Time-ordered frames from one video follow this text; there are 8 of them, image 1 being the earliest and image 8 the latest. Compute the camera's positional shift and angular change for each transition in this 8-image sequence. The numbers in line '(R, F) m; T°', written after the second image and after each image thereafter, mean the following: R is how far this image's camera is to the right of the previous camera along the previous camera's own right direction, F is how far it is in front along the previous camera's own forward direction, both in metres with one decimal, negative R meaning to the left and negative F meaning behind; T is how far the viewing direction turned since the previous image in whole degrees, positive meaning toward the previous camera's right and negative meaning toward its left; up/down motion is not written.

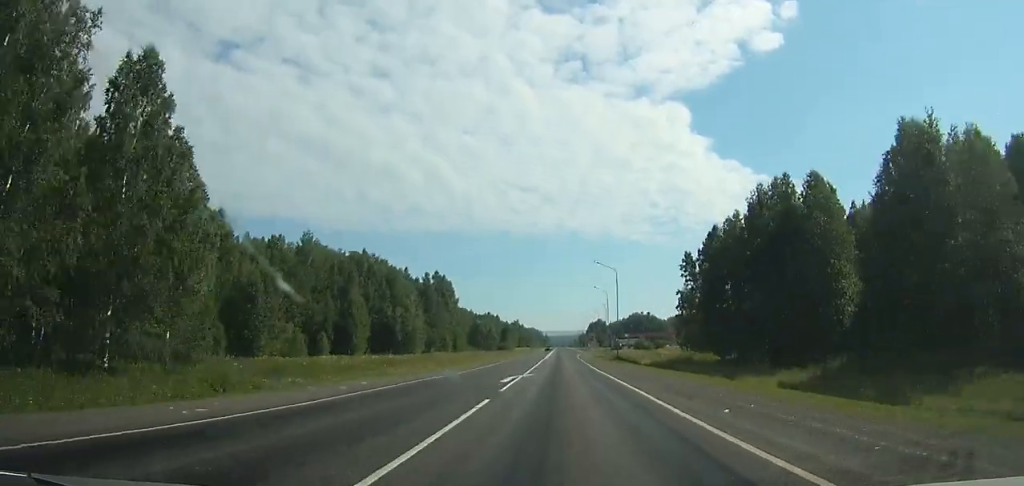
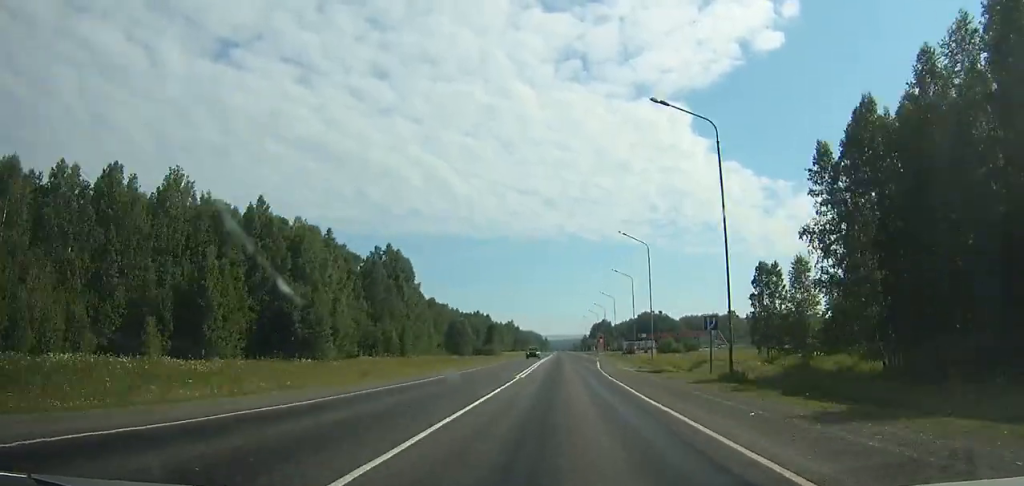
(0.0, +49.1) m; 0°
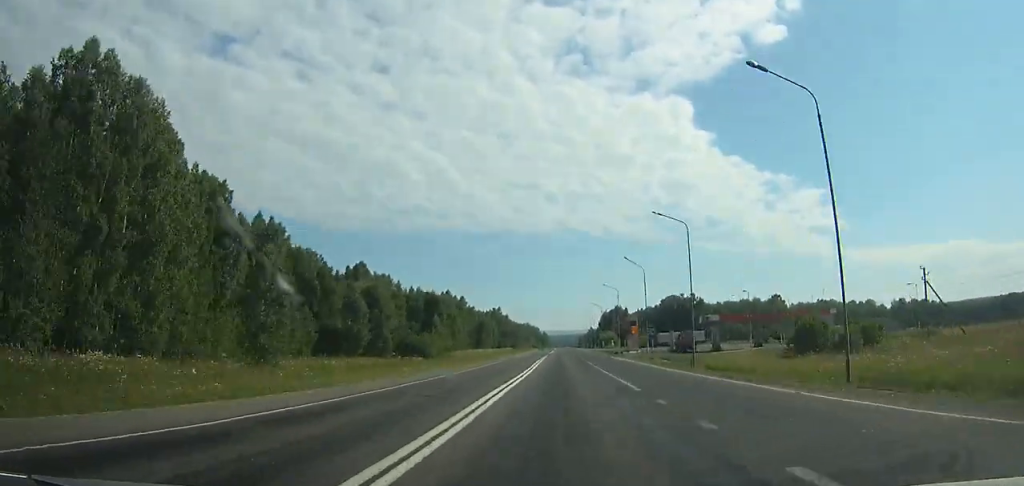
(-0.1, +87.3) m; 0°
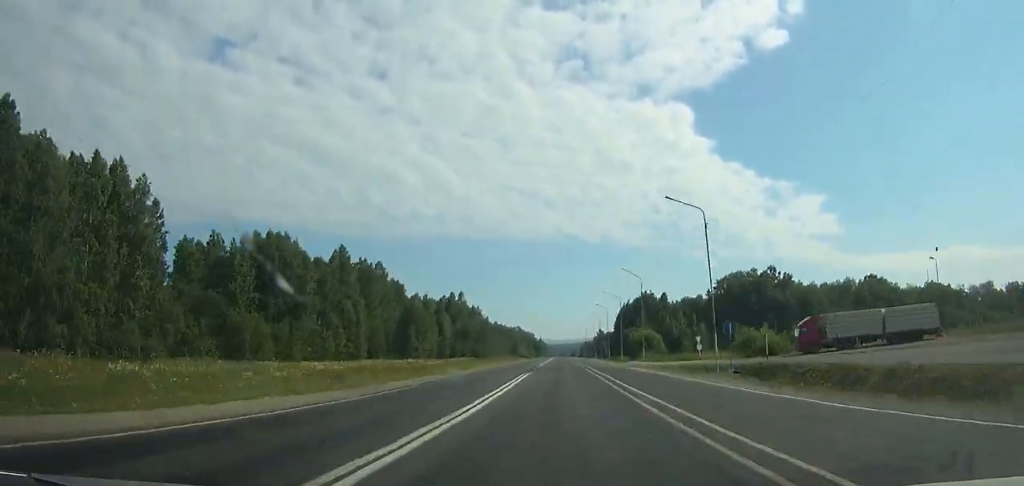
(+0.1, +108.8) m; 0°
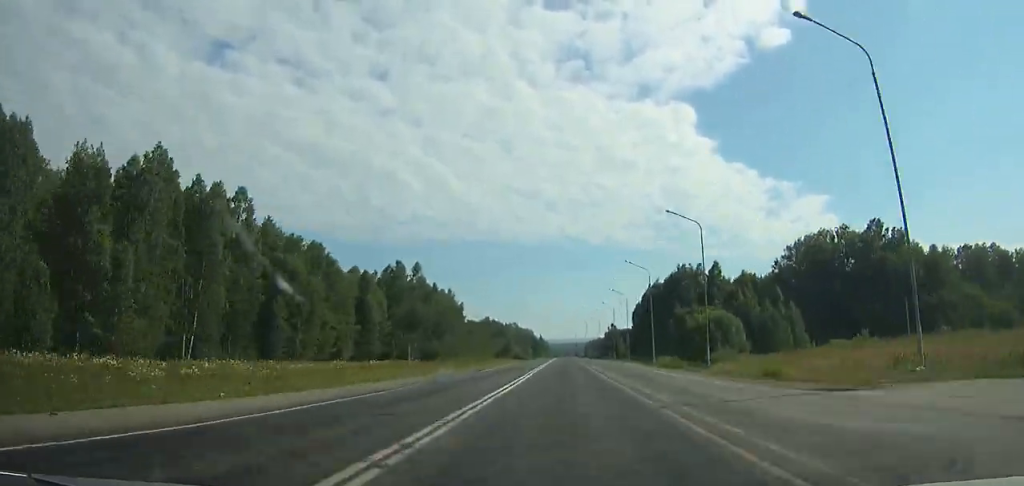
(0.0, +59.3) m; 0°
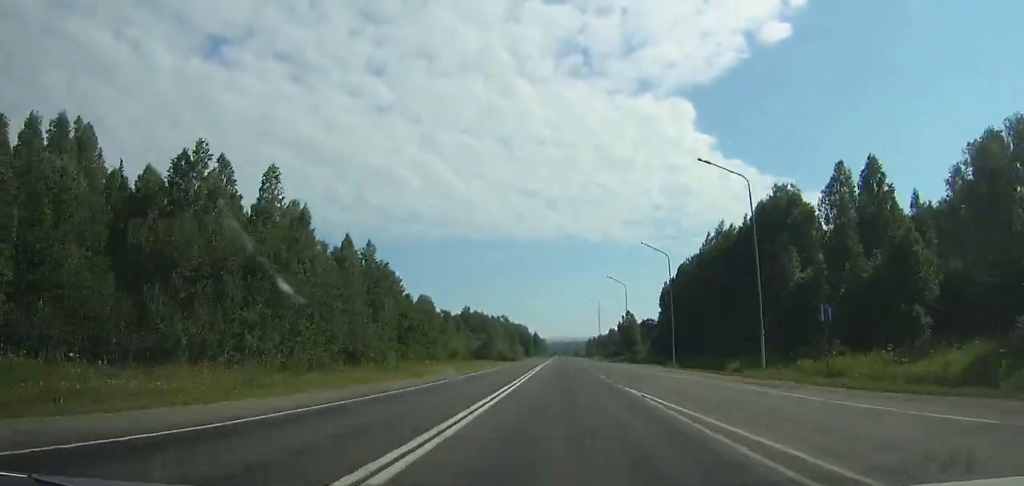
(-0.1, +65.6) m; 0°
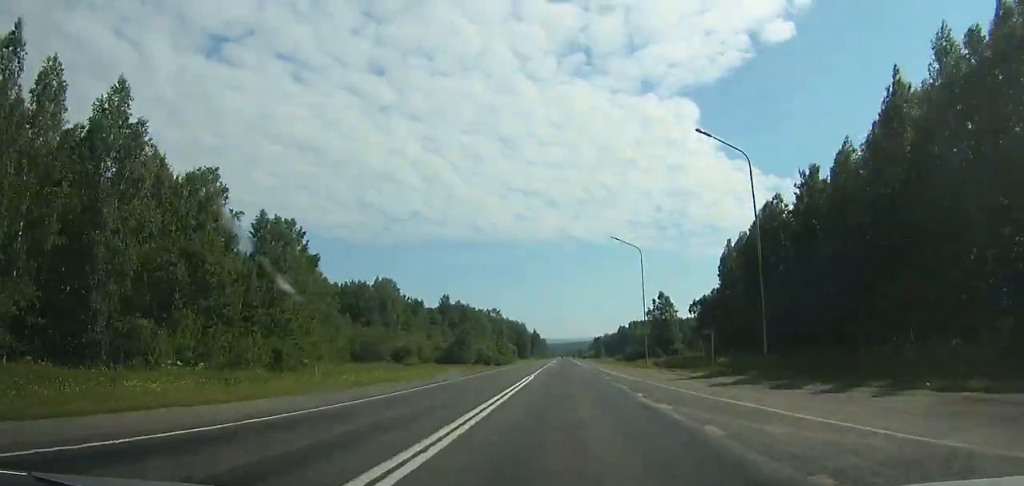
(-0.1, +57.2) m; 0°
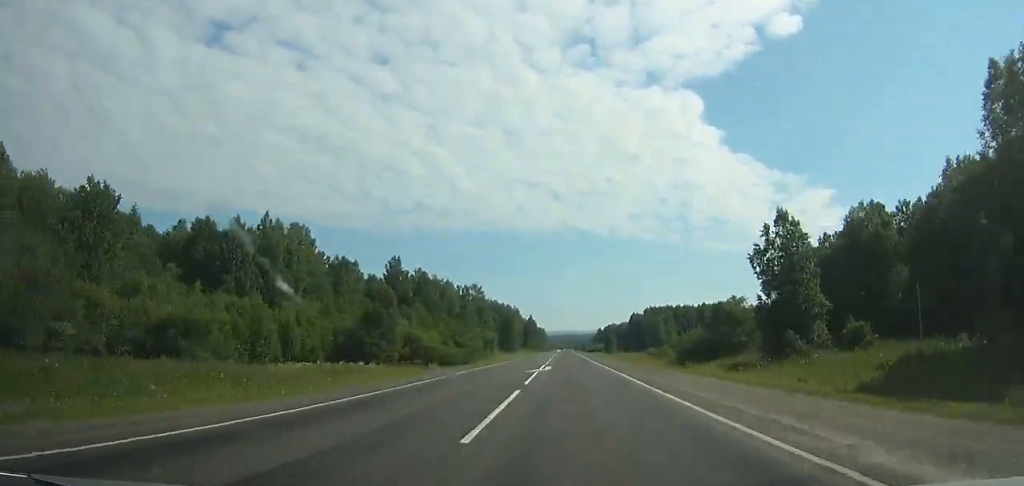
(-0.1, +69.6) m; 0°
